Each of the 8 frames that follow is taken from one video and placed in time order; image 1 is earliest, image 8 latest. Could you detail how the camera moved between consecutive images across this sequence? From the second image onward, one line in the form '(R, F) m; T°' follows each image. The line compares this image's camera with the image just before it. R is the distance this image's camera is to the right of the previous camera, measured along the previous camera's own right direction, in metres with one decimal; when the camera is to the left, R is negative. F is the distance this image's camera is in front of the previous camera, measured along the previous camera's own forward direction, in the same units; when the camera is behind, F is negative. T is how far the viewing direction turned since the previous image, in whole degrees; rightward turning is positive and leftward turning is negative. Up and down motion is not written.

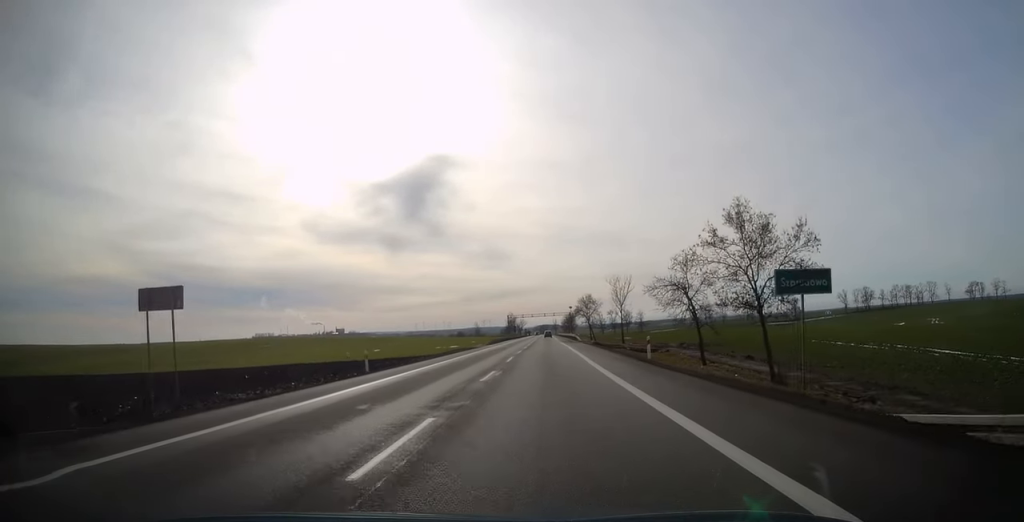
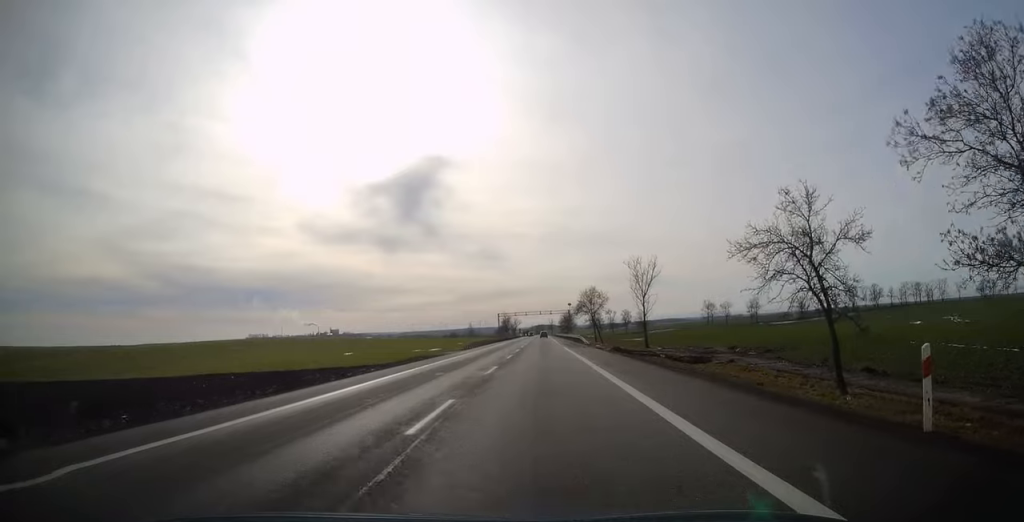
(+0.1, +20.1) m; 0°
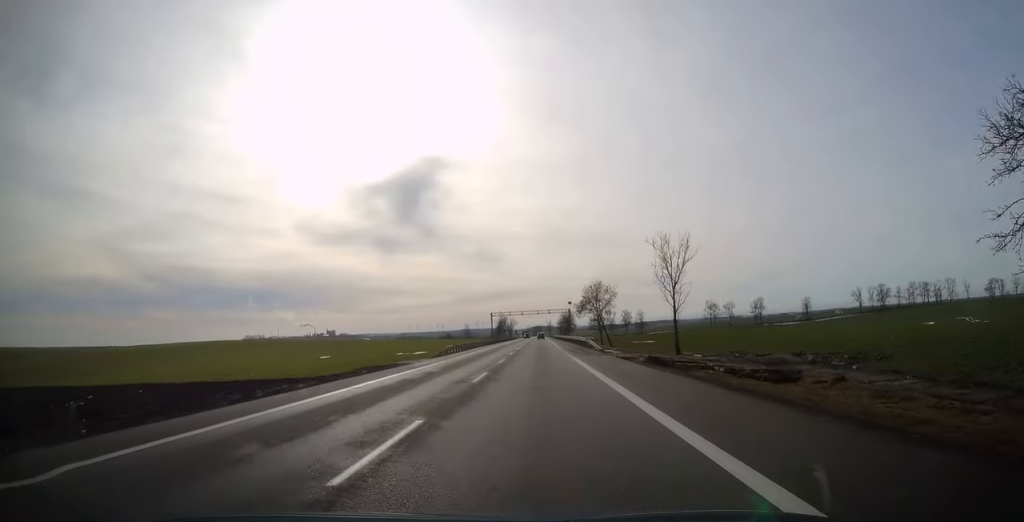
(0.0, +14.1) m; 0°
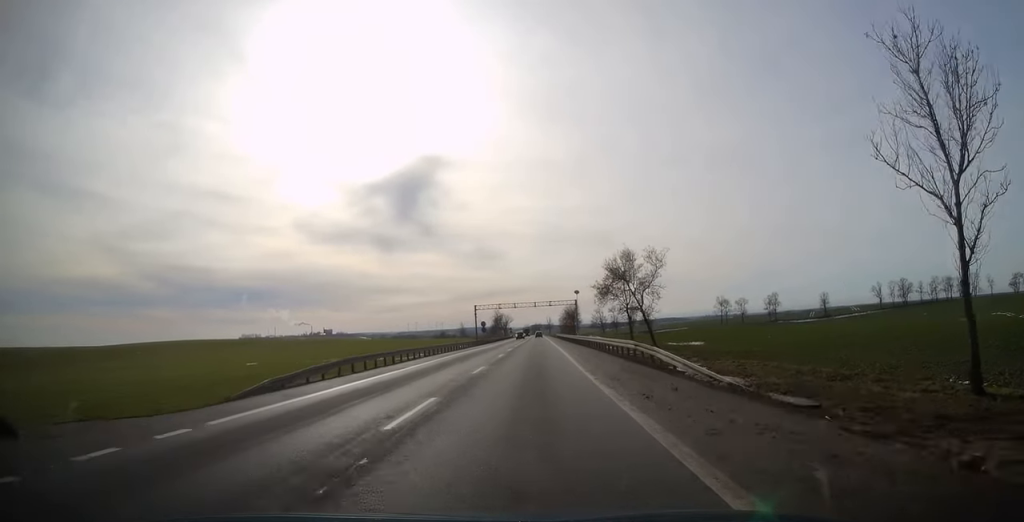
(+0.1, +31.2) m; +1°
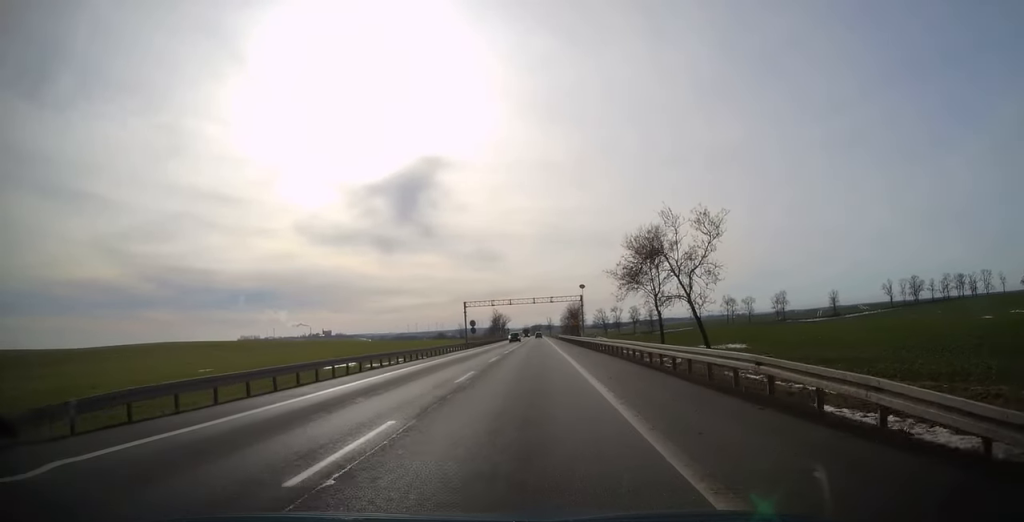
(0.0, +14.5) m; 0°
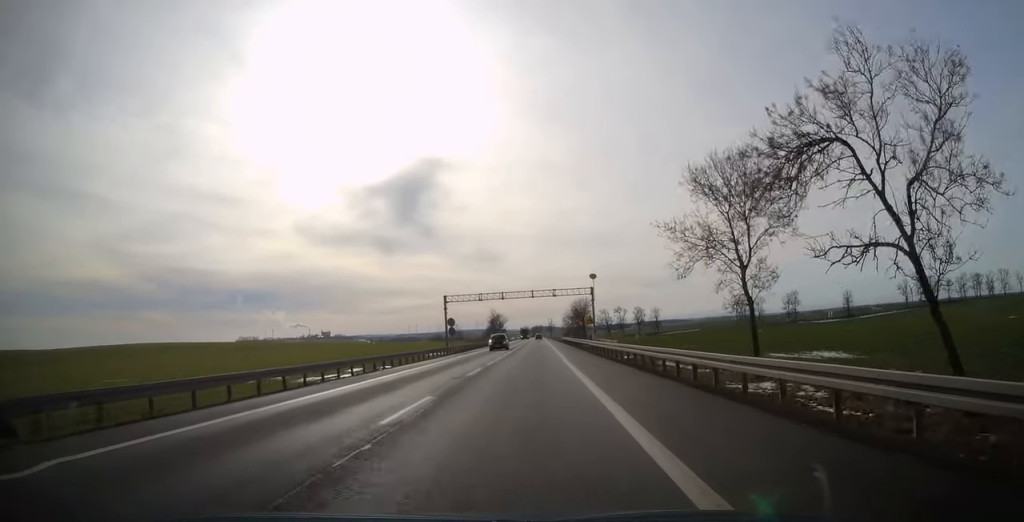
(0.0, +18.8) m; 0°
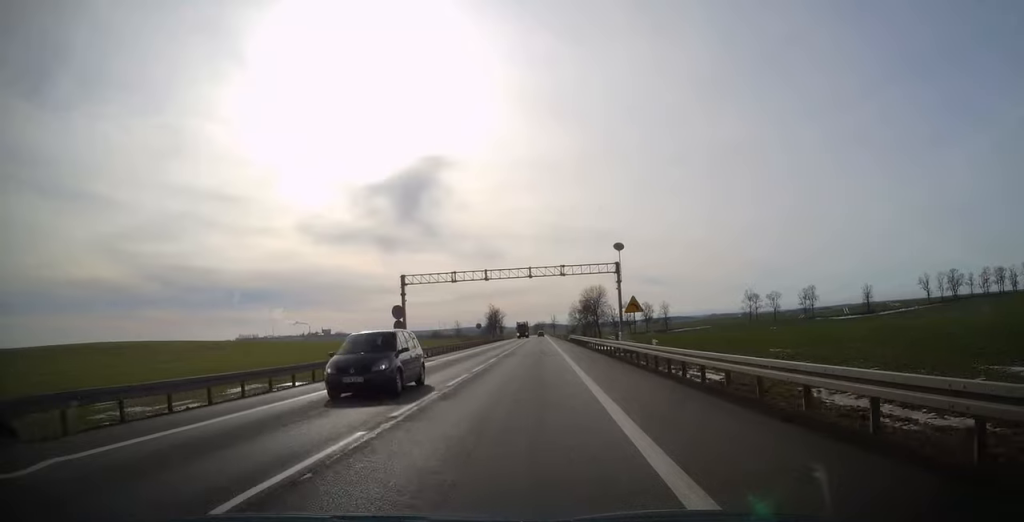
(0.0, +23.0) m; 0°
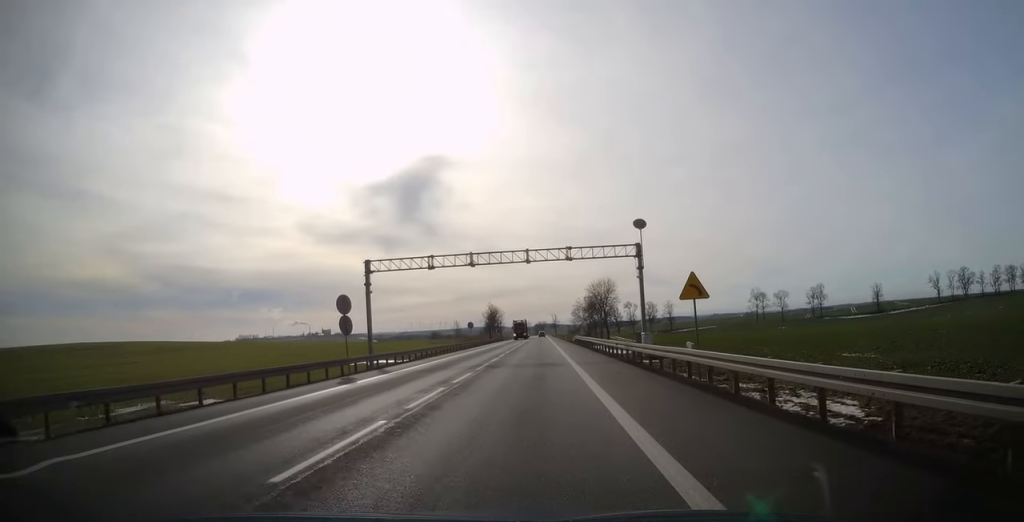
(-0.1, +10.5) m; 0°
